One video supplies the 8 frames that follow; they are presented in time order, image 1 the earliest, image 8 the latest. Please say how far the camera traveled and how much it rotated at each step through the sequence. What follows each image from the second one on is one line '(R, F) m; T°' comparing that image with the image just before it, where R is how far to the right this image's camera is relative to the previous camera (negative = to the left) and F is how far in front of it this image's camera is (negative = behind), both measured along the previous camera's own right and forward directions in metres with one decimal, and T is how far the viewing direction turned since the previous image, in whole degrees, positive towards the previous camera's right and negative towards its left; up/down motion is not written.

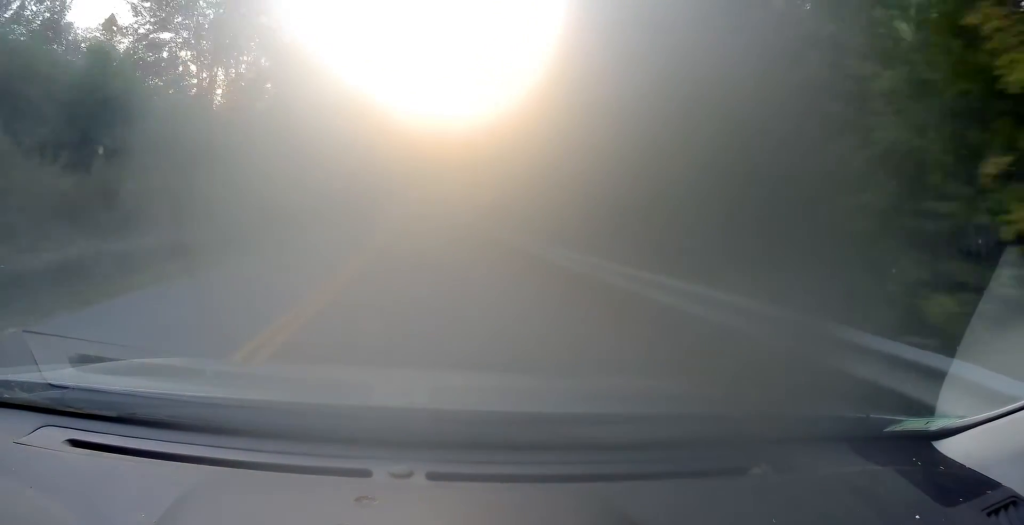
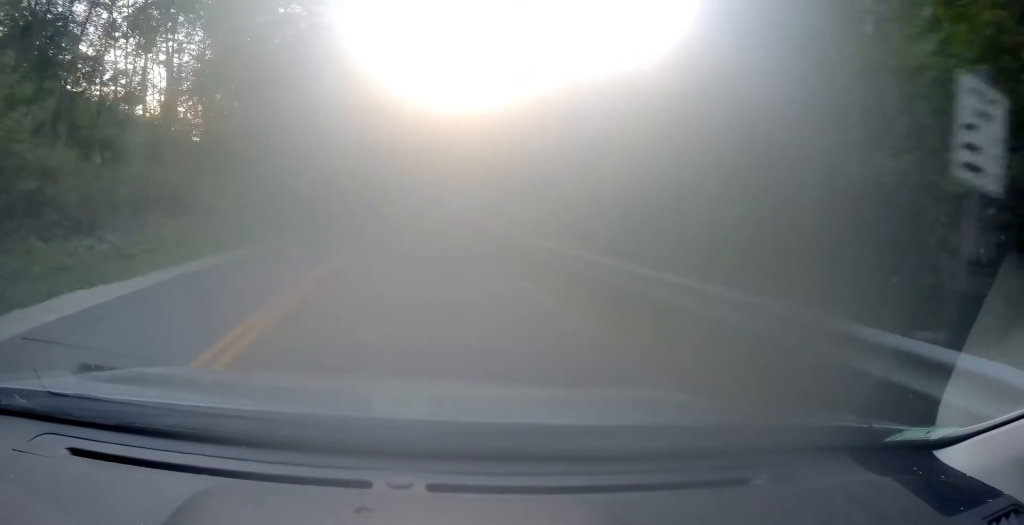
(+1.2, +25.9) m; +4°
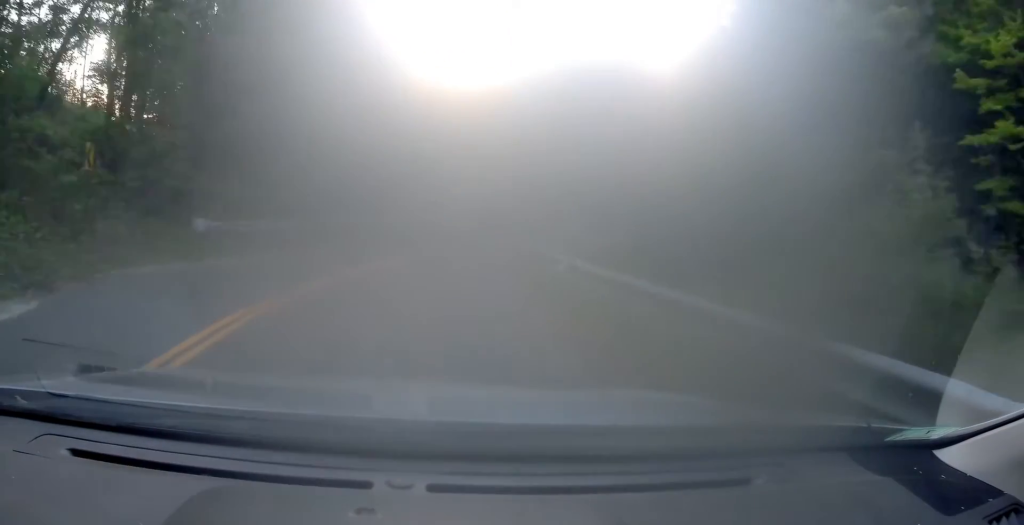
(+0.2, +13.3) m; +4°
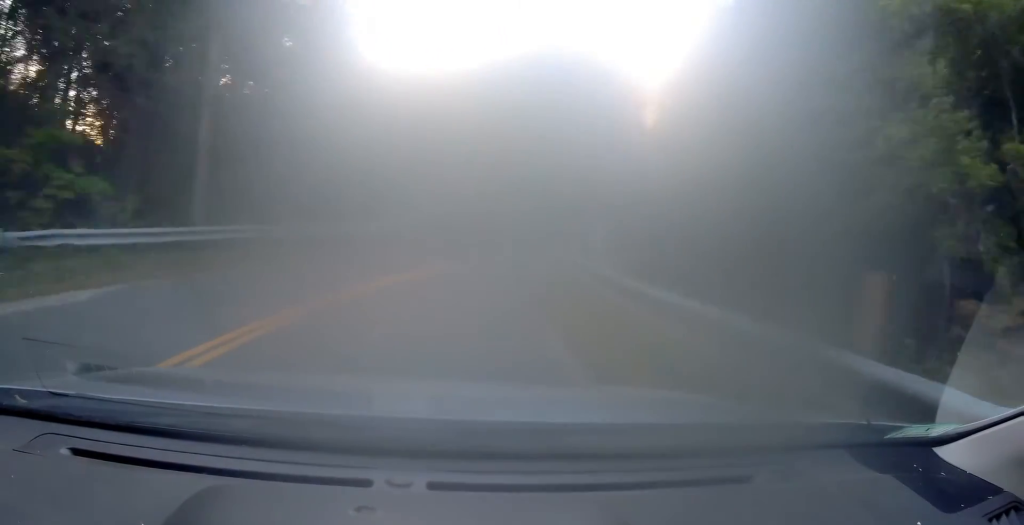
(+0.5, +7.7) m; +6°
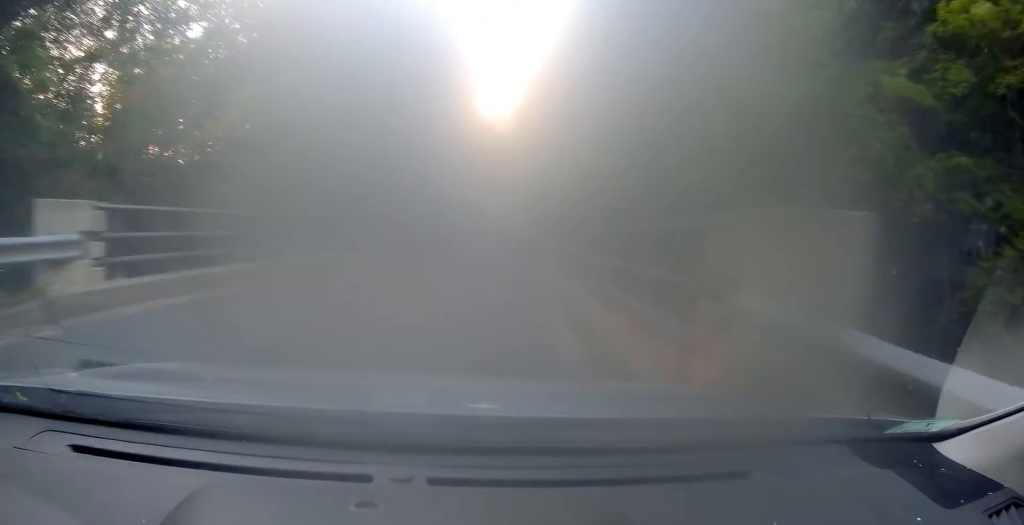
(+1.3, +12.9) m; +10°
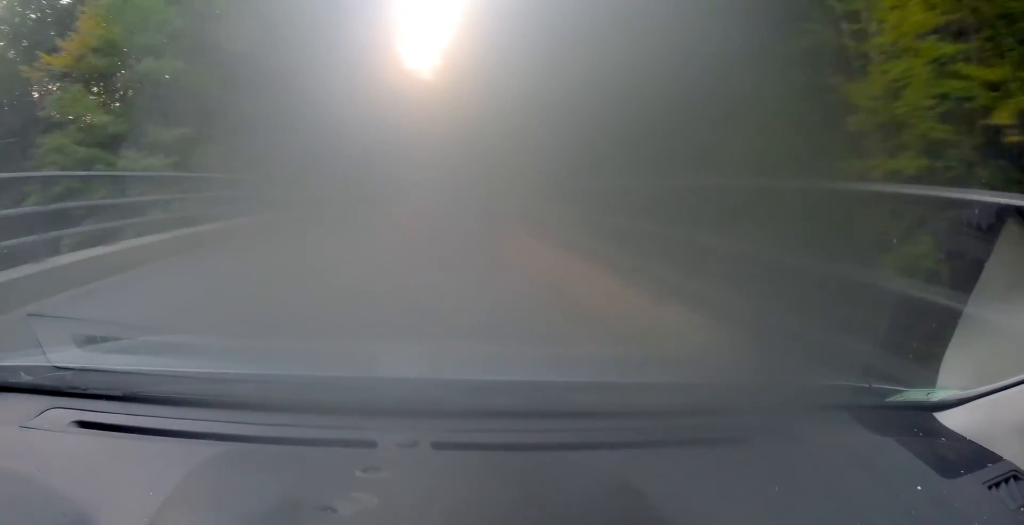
(+0.4, +7.6) m; +4°
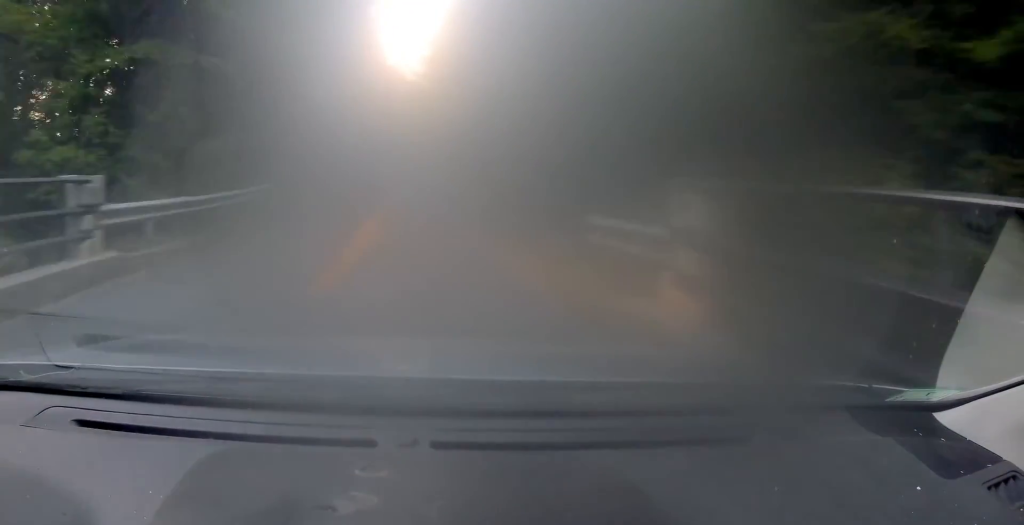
(+0.1, +8.0) m; +2°
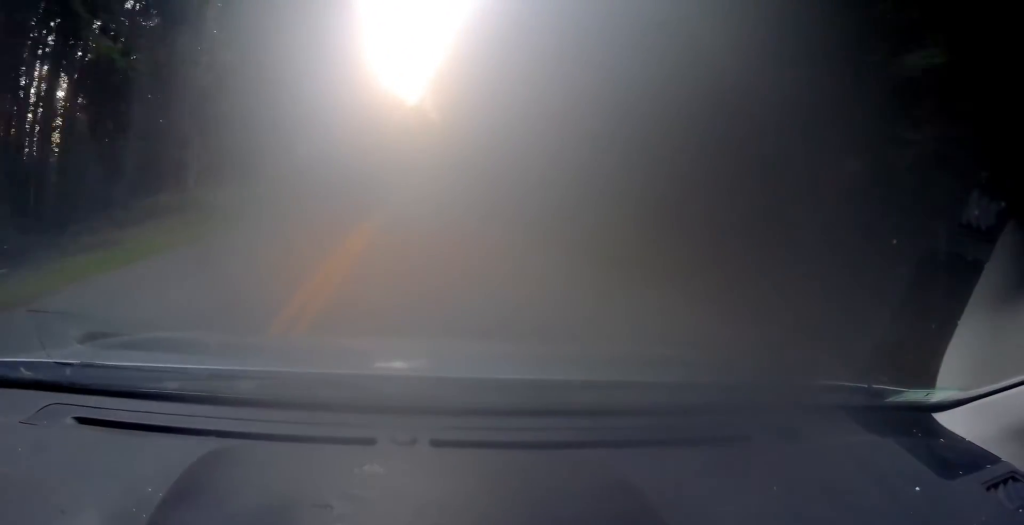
(+0.3, +12.8) m; +1°
